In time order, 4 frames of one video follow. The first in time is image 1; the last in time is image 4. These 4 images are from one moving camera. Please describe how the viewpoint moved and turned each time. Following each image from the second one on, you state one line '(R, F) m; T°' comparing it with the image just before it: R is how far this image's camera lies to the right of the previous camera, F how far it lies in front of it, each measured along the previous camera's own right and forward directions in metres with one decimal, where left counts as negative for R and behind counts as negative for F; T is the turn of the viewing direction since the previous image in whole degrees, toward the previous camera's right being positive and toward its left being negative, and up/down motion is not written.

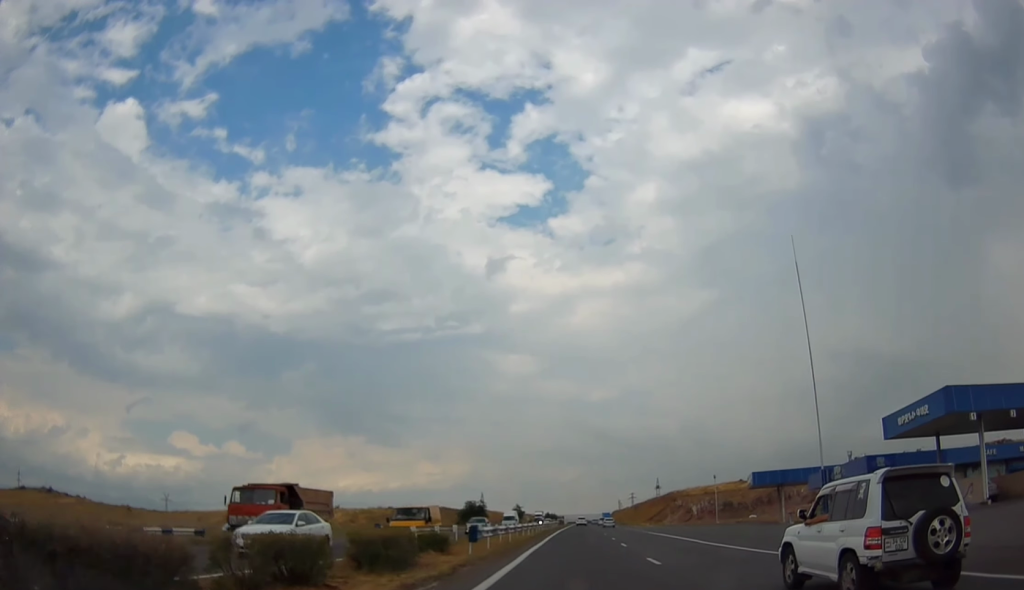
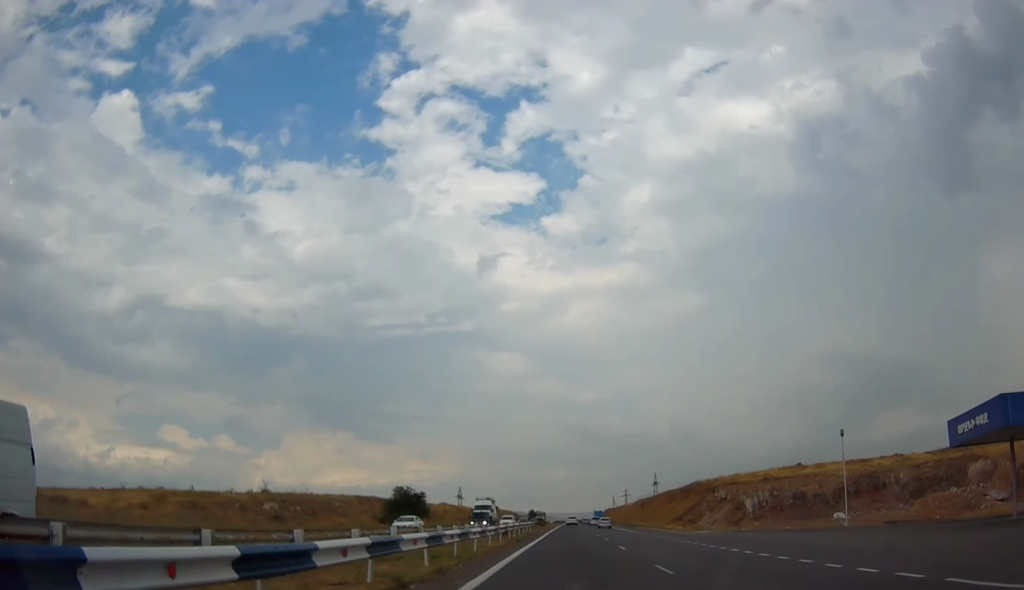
(0.0, +45.8) m; 0°
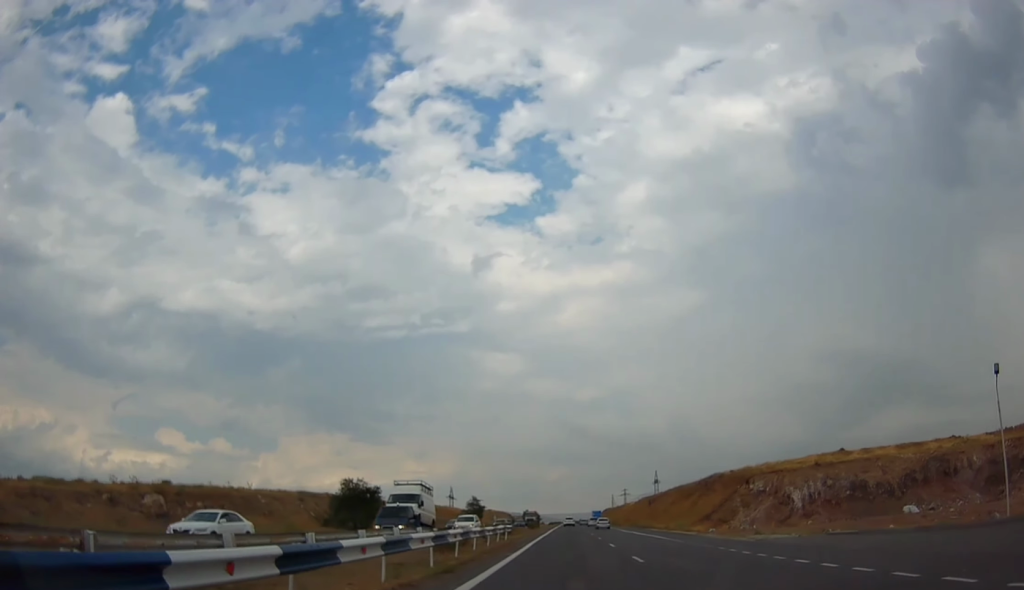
(+0.2, +19.1) m; +1°
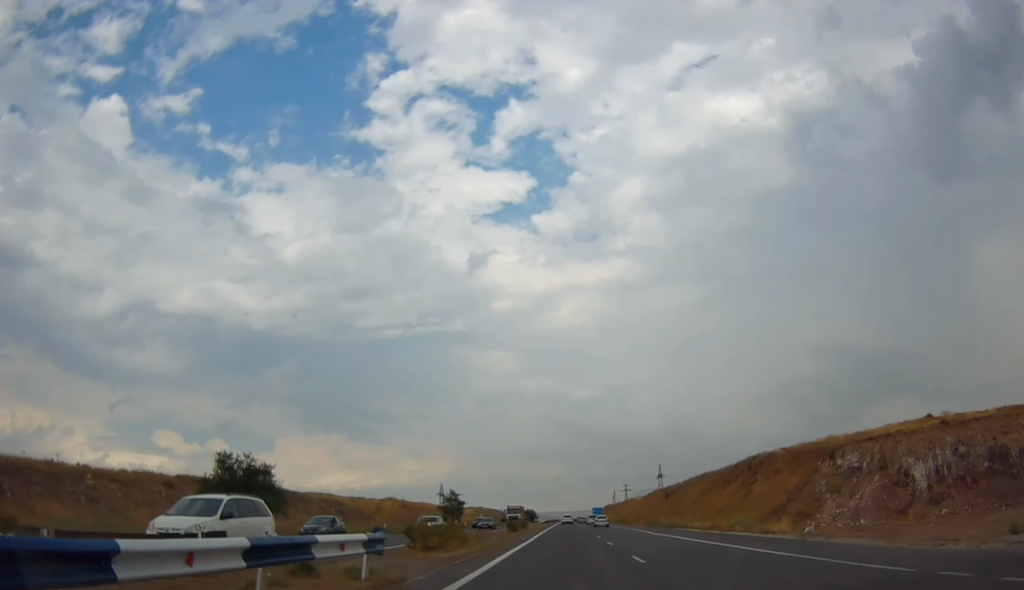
(+0.3, +24.7) m; 0°
